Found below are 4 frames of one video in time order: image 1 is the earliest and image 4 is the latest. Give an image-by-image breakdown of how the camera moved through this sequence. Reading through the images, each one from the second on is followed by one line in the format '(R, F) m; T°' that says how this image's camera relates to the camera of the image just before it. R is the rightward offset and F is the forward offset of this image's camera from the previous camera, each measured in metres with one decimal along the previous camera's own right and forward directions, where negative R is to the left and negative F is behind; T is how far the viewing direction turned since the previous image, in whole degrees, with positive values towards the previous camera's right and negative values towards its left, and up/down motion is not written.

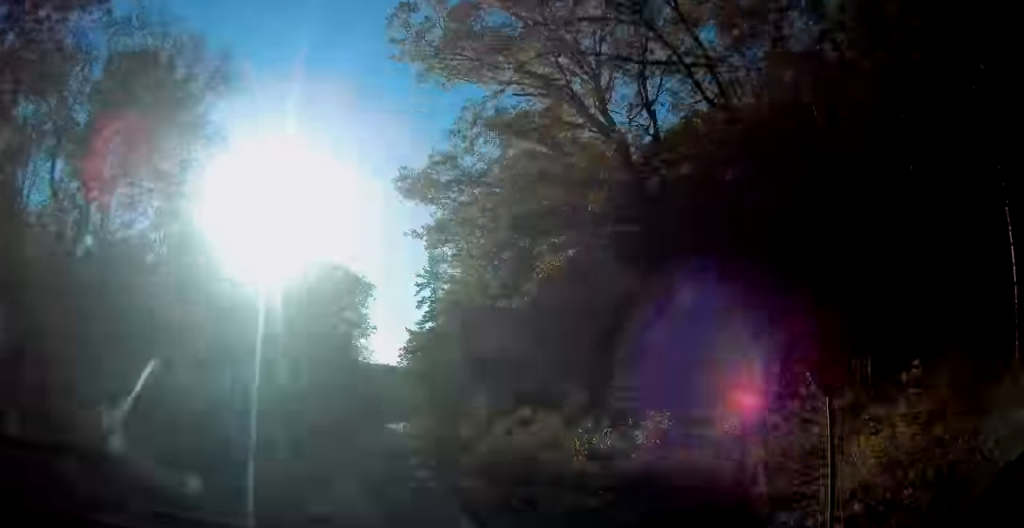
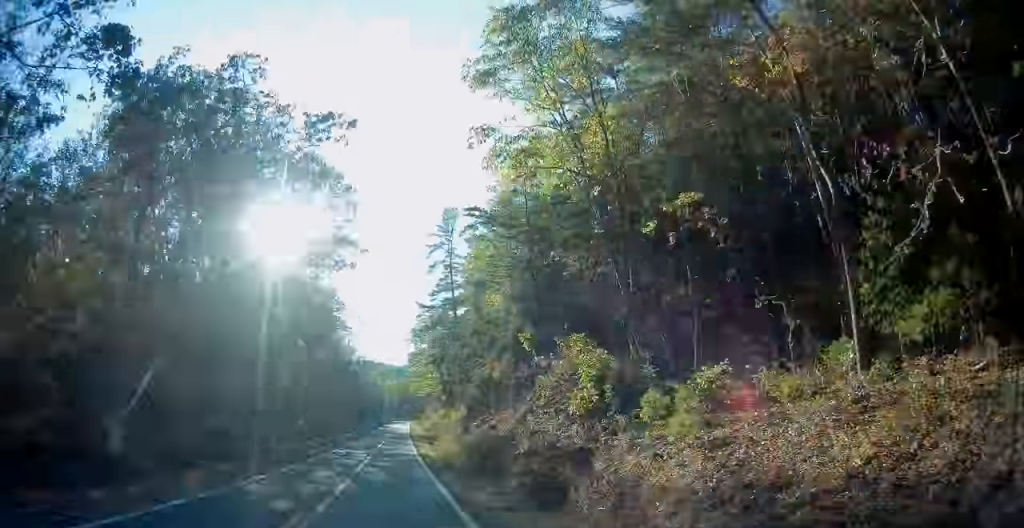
(0.0, +26.5) m; 0°
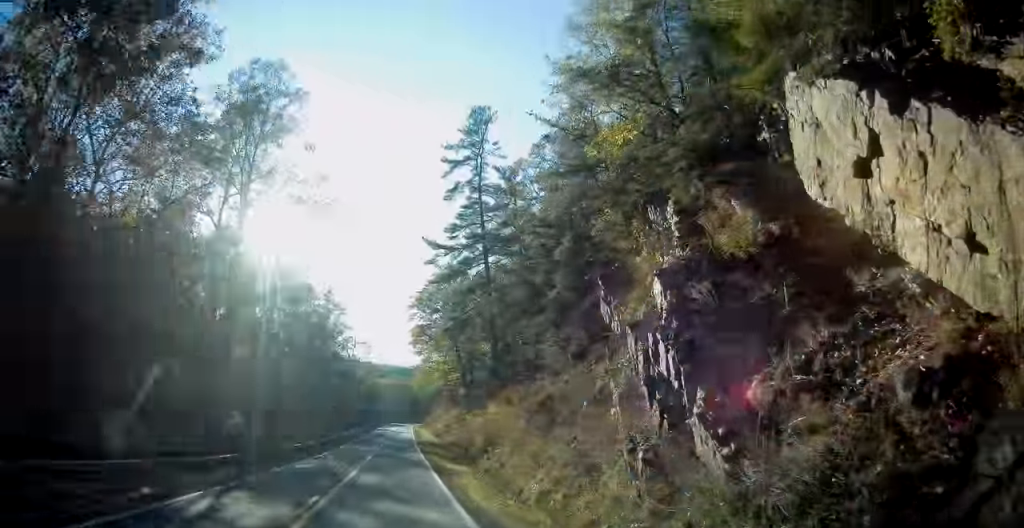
(-0.1, +32.7) m; 0°
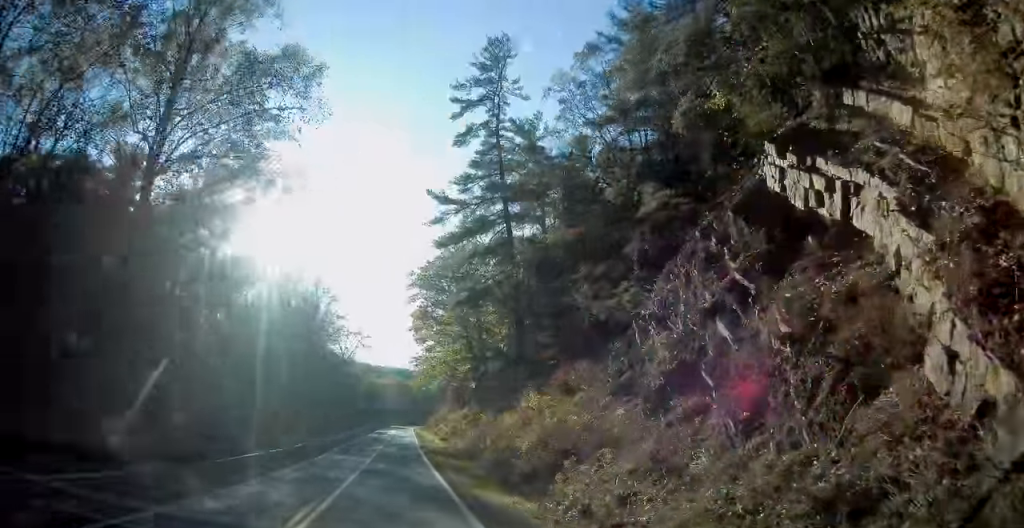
(+0.2, +13.6) m; 0°
